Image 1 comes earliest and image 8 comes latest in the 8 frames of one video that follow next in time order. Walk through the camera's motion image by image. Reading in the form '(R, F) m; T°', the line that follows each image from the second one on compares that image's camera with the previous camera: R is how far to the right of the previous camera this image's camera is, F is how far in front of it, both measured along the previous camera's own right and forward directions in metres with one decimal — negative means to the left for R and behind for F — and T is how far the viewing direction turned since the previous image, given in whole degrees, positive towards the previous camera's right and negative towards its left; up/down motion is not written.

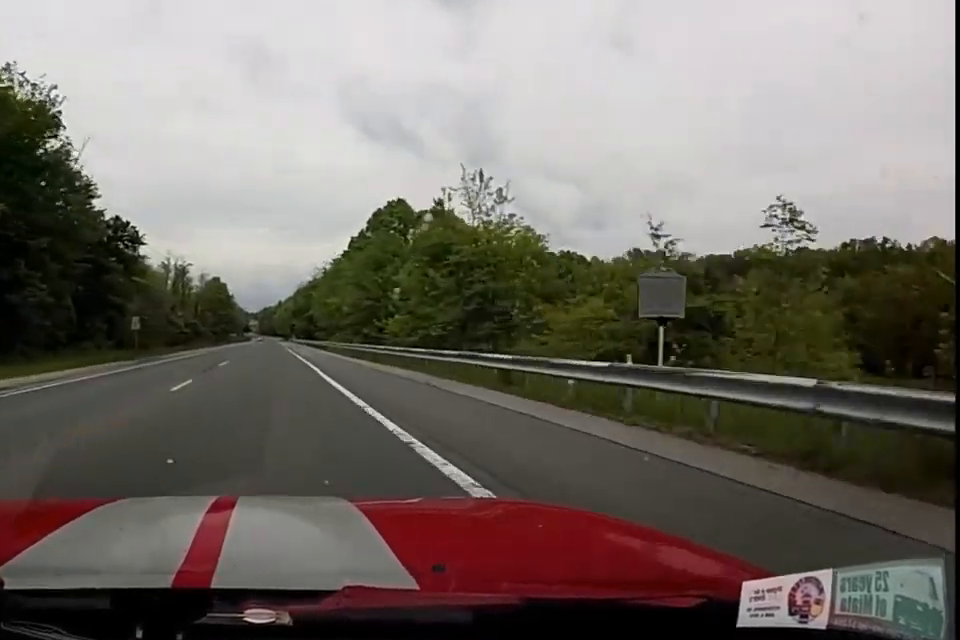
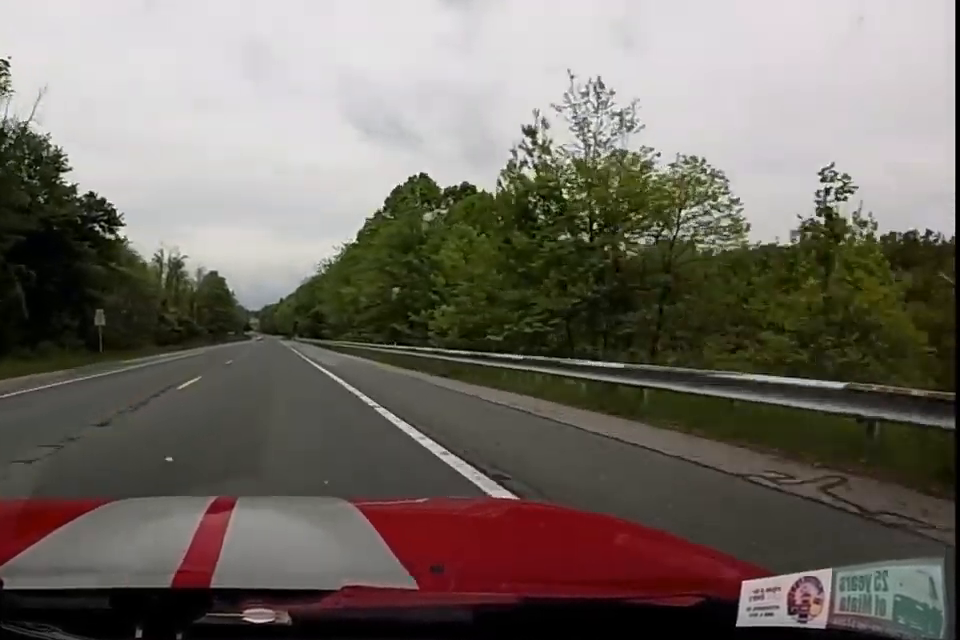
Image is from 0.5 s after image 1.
(0.0, +11.8) m; 0°
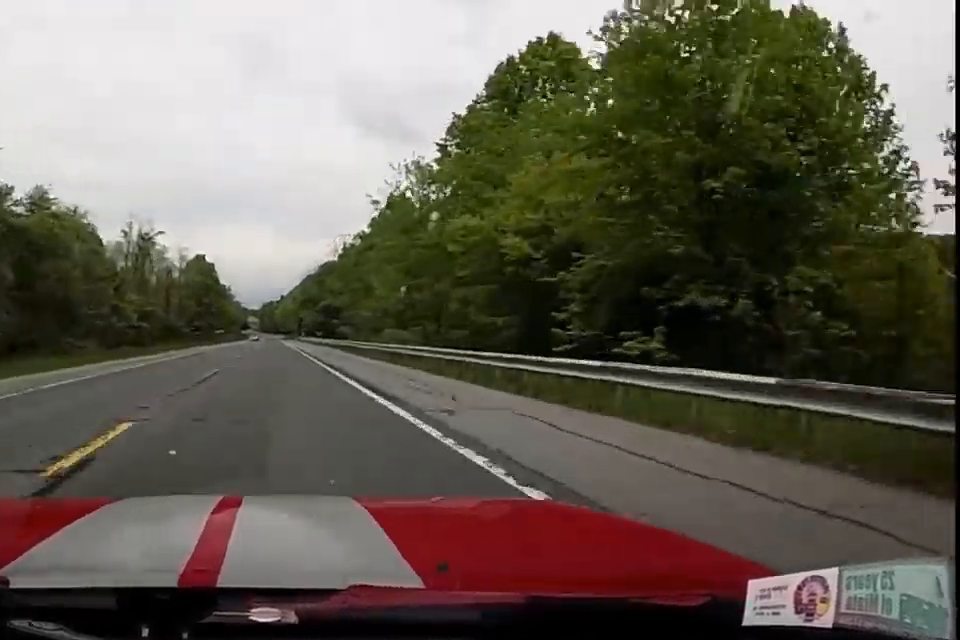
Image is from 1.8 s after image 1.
(0.0, +33.3) m; 0°
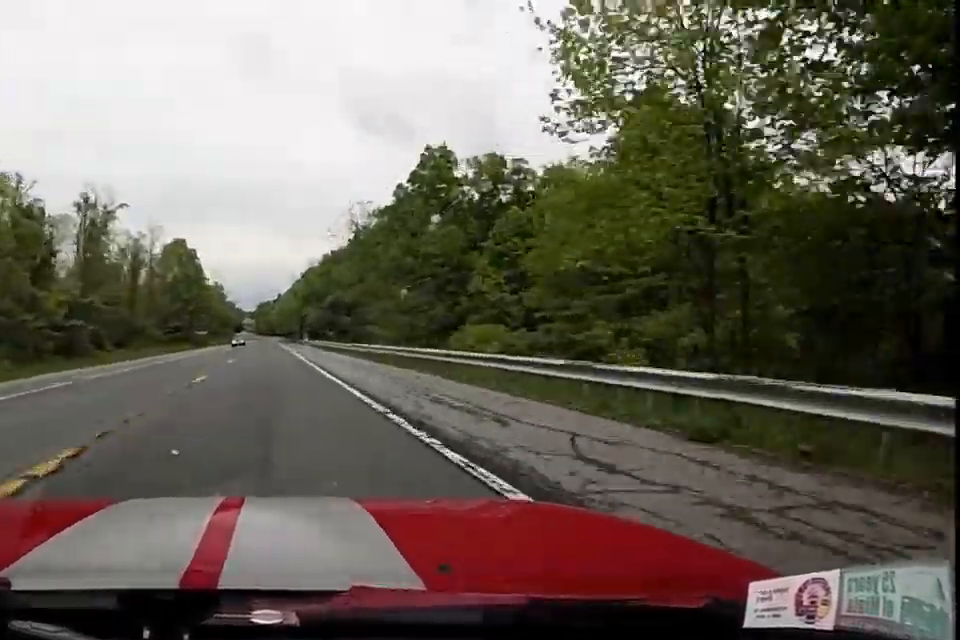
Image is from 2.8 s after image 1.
(0.0, +26.1) m; 0°
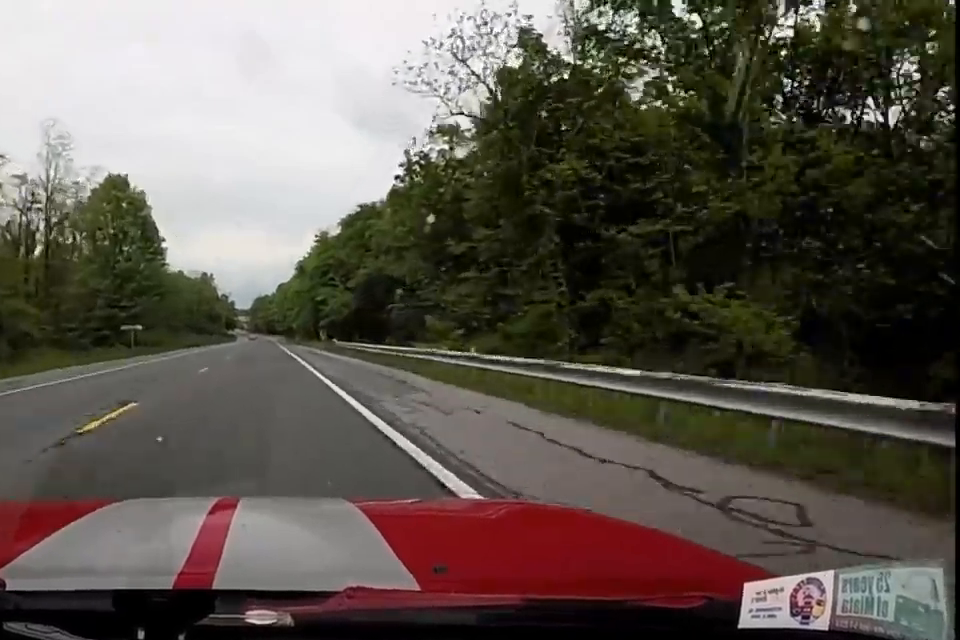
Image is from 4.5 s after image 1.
(0.0, +44.6) m; 0°
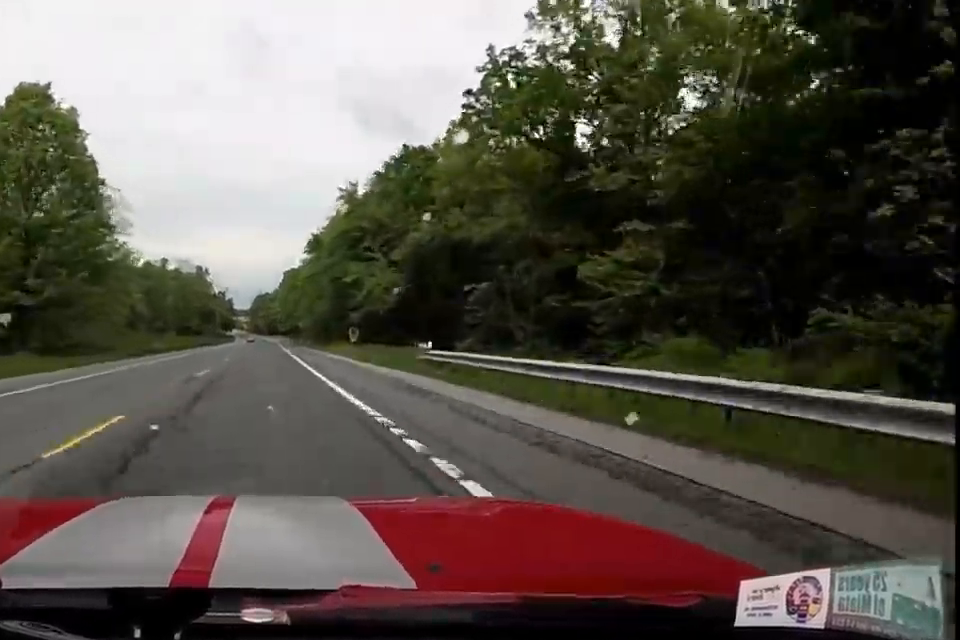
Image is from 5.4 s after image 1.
(+0.2, +25.7) m; +1°
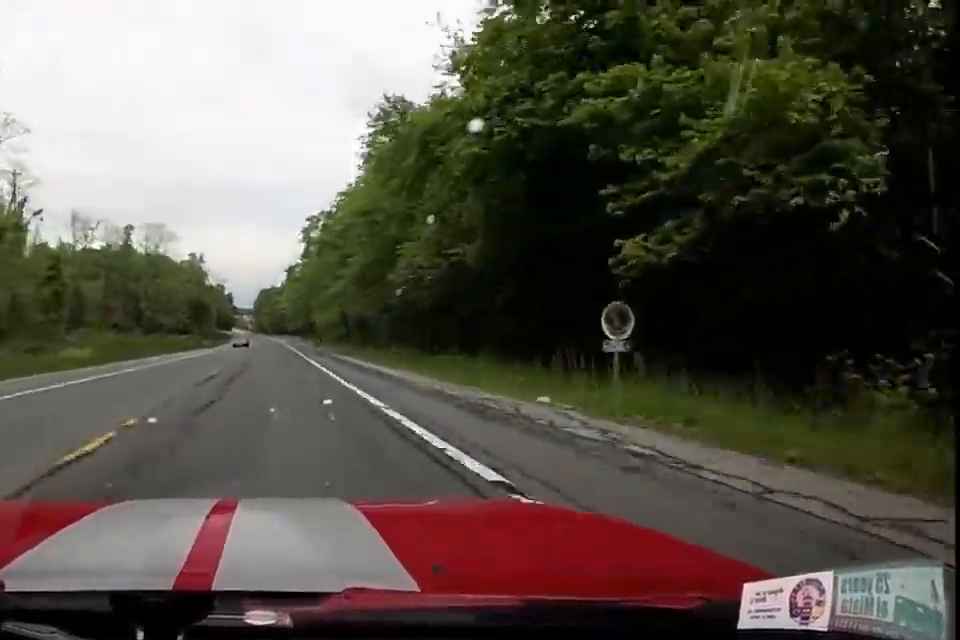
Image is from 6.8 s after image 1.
(-0.5, +39.1) m; -1°
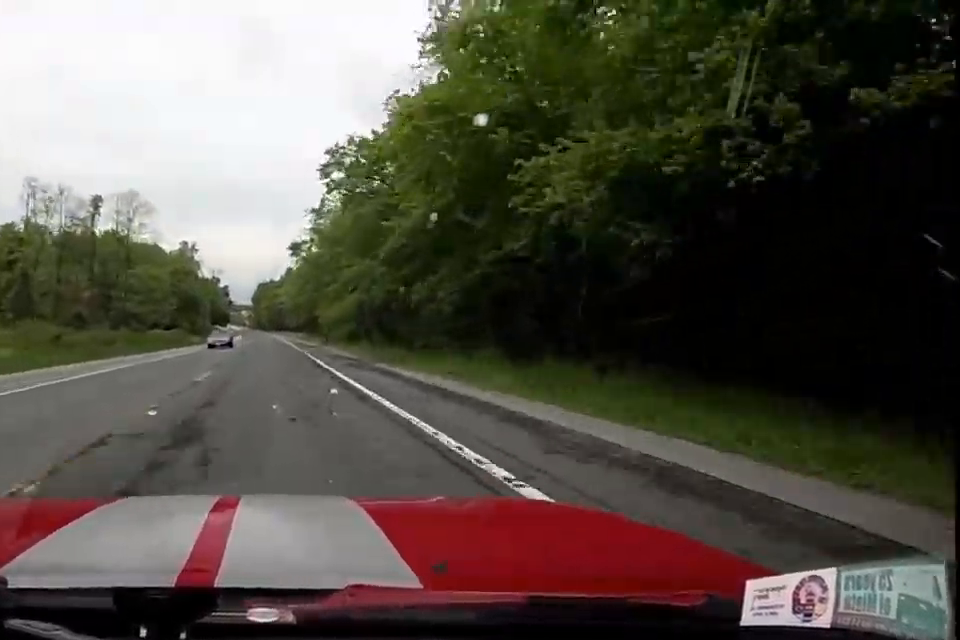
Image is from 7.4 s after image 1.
(-0.2, +16.9) m; 0°
